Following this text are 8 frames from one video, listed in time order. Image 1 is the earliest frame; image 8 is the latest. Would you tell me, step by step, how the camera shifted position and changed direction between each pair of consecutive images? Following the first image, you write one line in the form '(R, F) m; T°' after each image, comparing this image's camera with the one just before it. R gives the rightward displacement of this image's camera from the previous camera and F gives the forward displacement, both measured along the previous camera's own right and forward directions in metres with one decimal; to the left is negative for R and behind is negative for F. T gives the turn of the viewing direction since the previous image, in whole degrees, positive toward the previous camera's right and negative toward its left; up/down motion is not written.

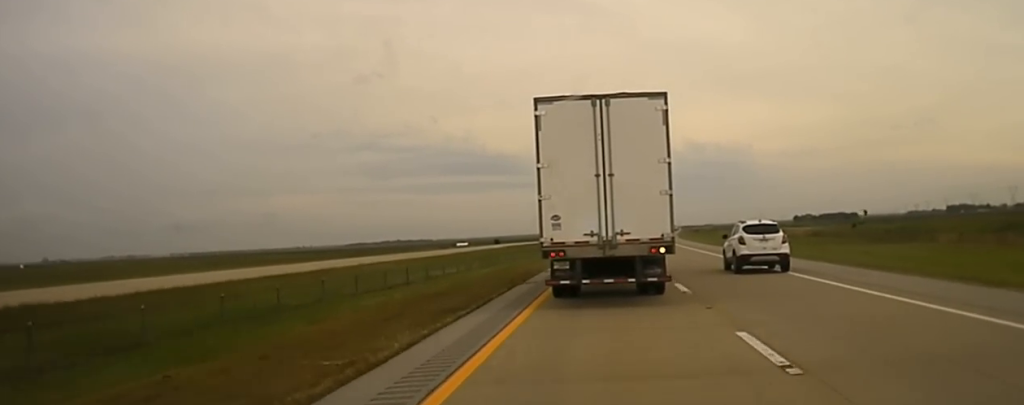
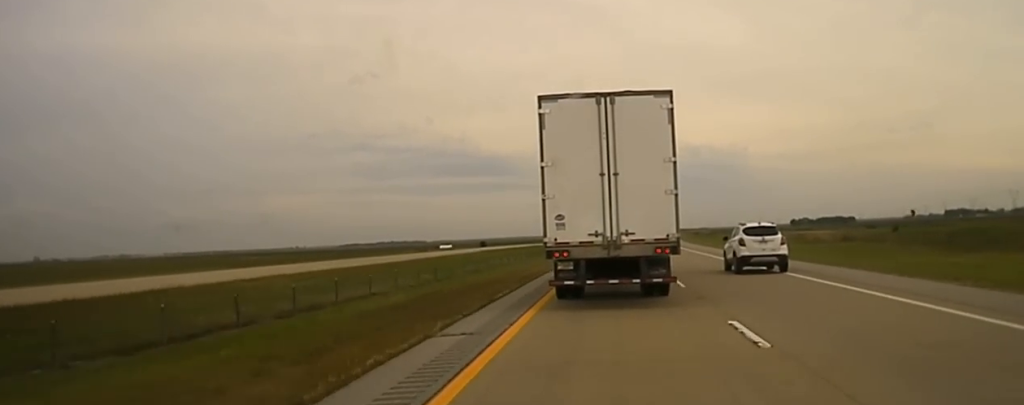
(+0.2, +14.7) m; +1°
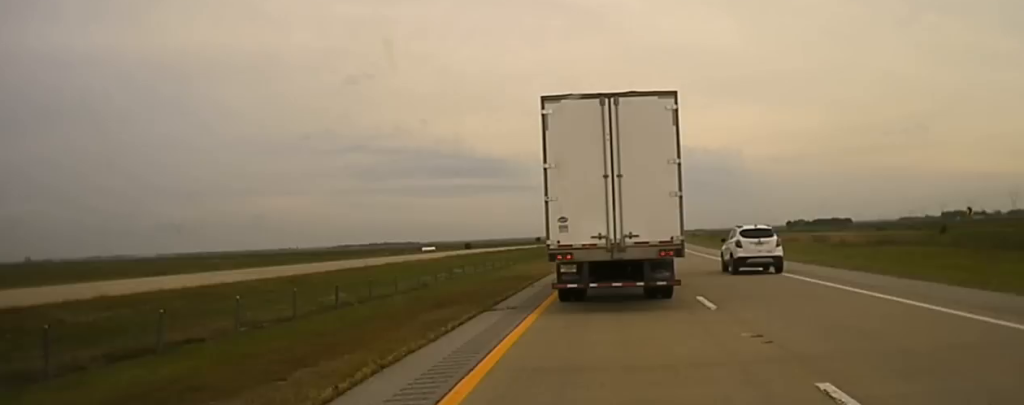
(+0.1, +15.7) m; 0°
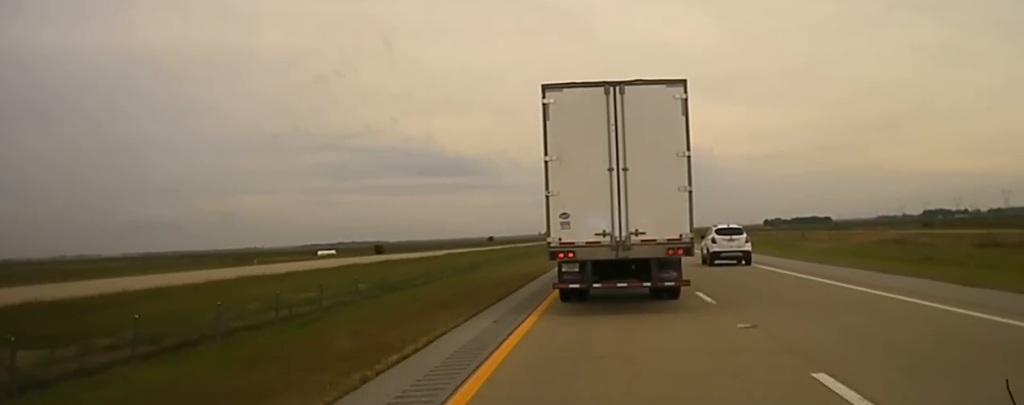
(+0.6, +76.7) m; +1°
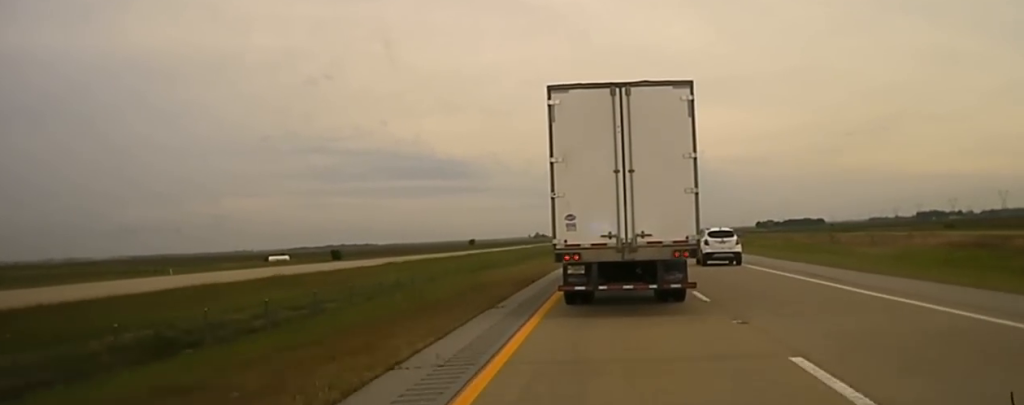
(+0.3, +26.6) m; +1°
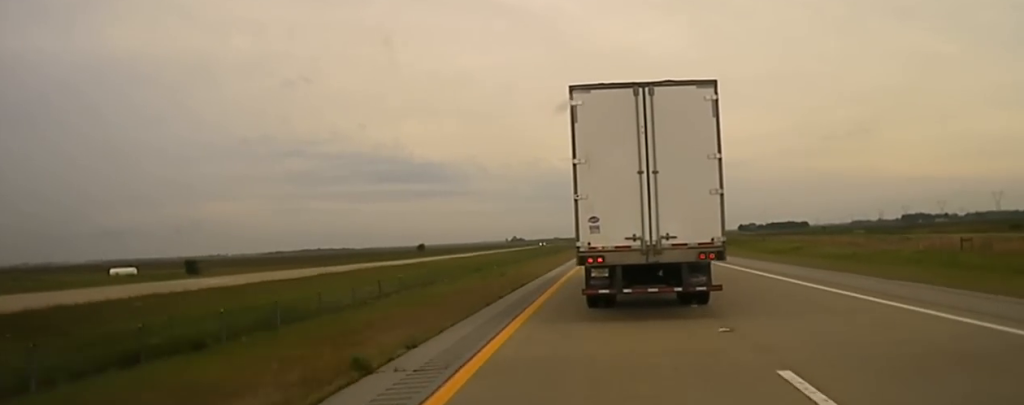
(+0.8, +55.9) m; +2°
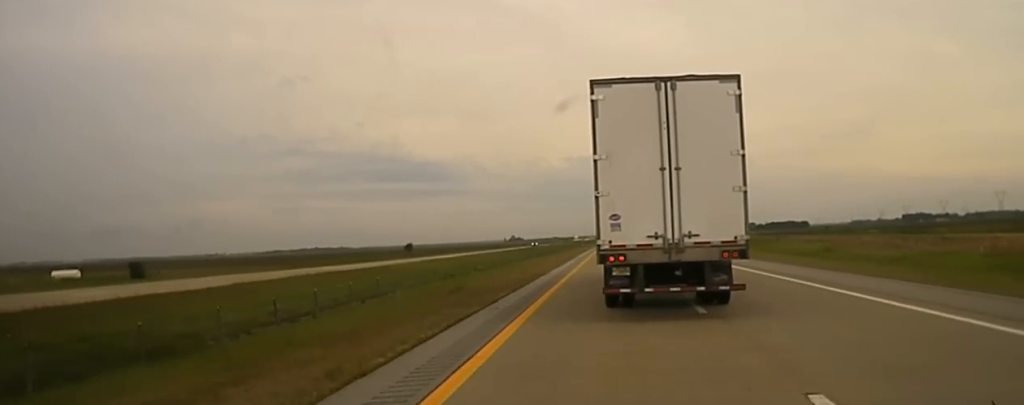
(0.0, +11.6) m; 0°
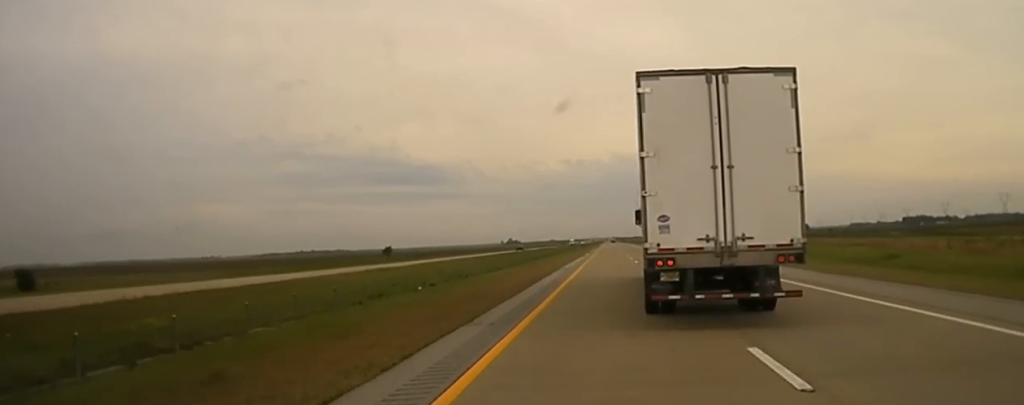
(+0.1, +18.4) m; 0°
